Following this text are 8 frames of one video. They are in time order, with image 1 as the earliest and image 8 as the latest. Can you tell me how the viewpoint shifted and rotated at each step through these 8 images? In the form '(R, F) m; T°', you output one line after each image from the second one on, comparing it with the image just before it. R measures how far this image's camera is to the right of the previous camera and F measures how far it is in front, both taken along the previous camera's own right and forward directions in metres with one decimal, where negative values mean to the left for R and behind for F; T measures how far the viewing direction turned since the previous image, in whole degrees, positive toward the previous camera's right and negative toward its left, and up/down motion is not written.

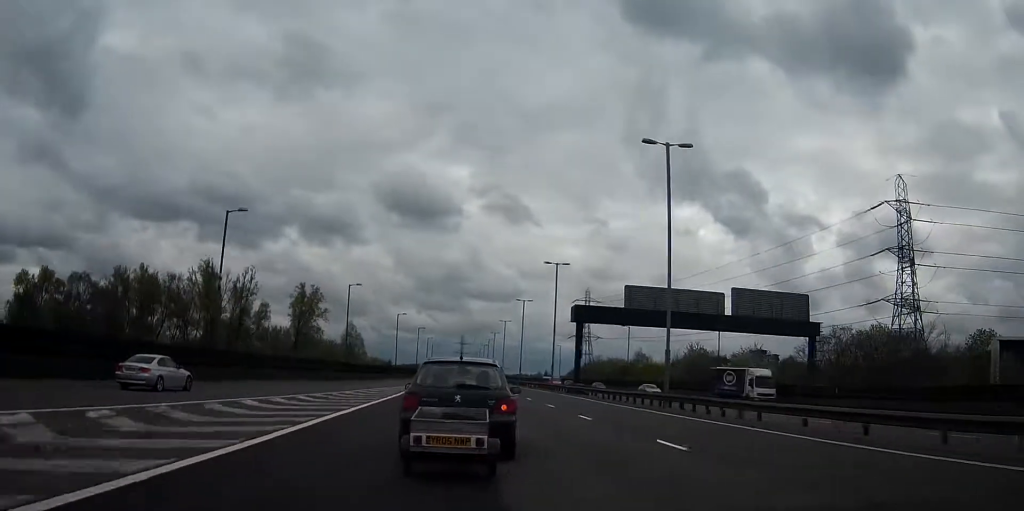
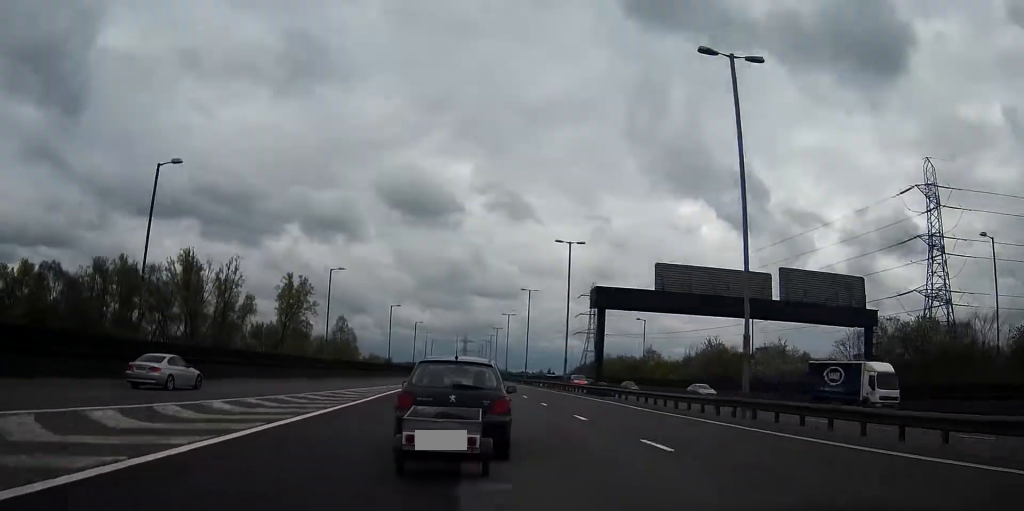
(0.0, +10.2) m; 0°
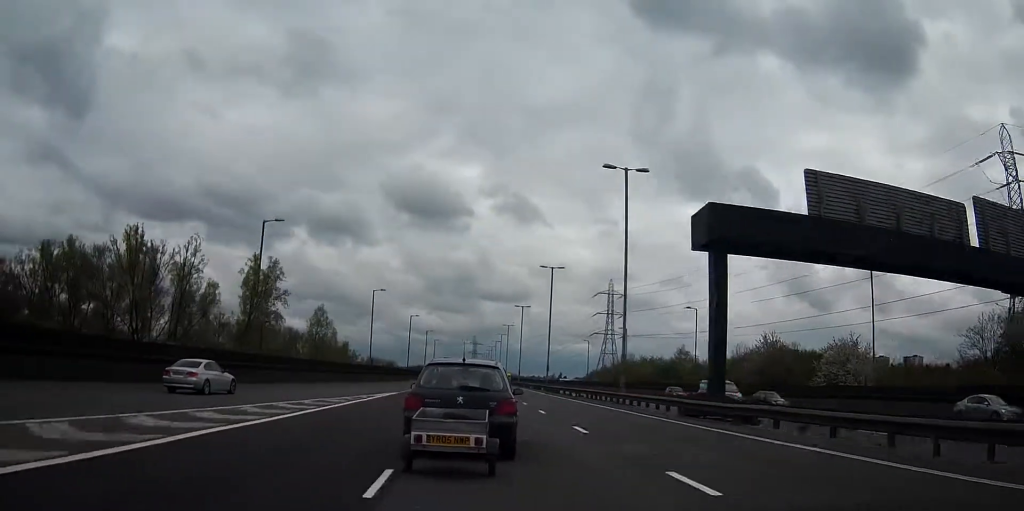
(0.0, +23.3) m; 0°
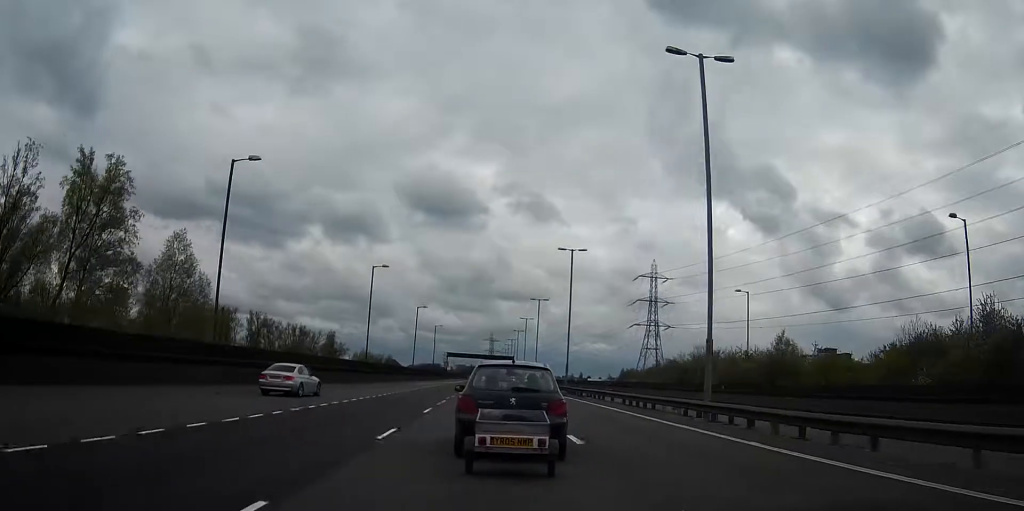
(0.0, +50.2) m; 0°
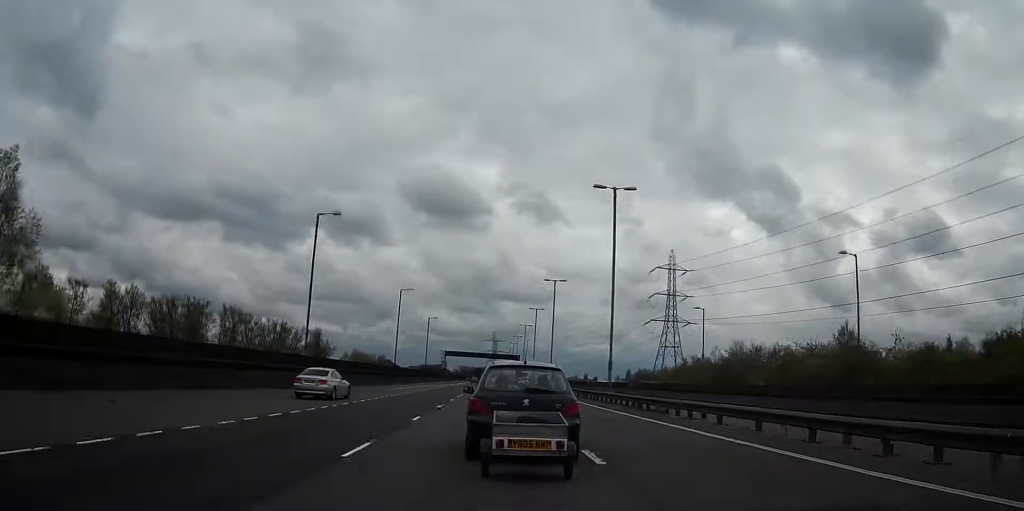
(-0.1, +21.5) m; -1°
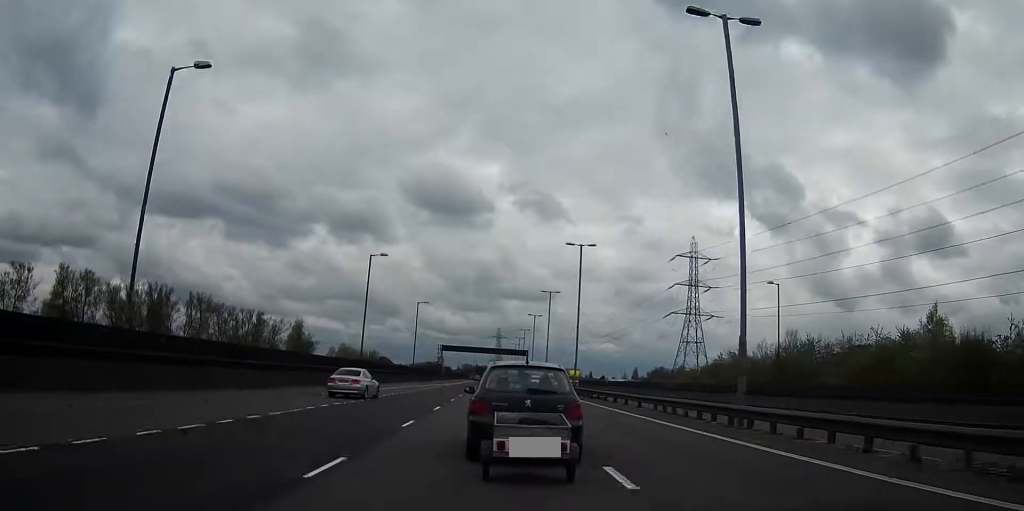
(-0.1, +21.5) m; 0°
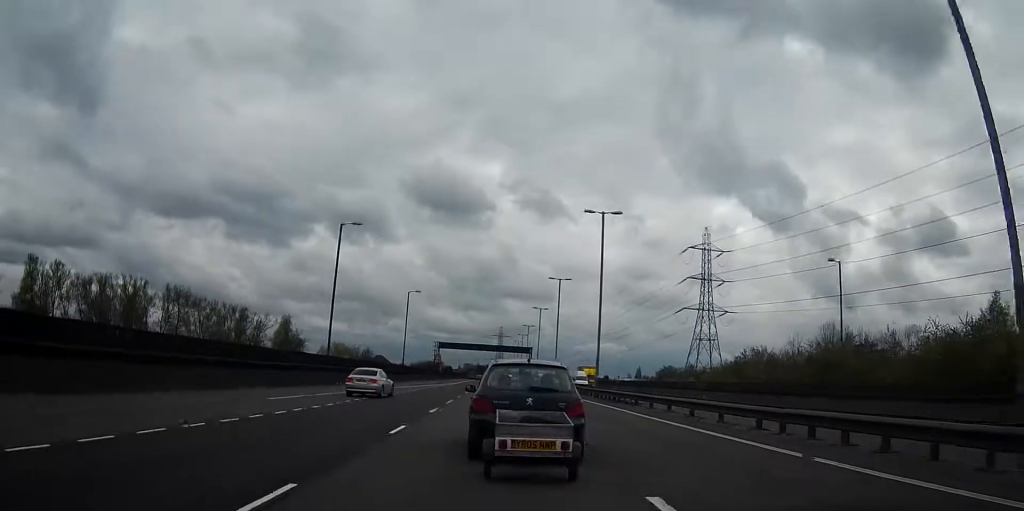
(0.0, +11.5) m; 0°
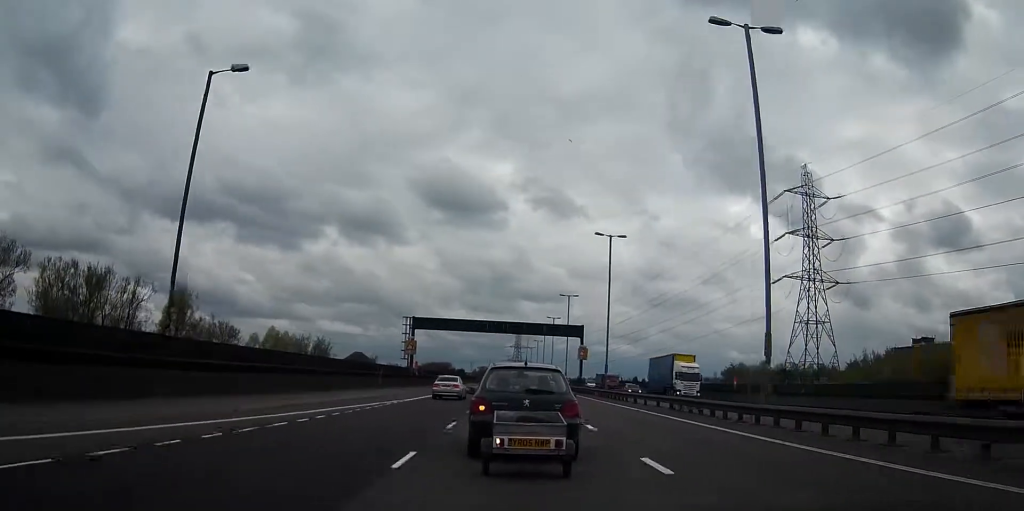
(-0.6, +60.7) m; -1°
